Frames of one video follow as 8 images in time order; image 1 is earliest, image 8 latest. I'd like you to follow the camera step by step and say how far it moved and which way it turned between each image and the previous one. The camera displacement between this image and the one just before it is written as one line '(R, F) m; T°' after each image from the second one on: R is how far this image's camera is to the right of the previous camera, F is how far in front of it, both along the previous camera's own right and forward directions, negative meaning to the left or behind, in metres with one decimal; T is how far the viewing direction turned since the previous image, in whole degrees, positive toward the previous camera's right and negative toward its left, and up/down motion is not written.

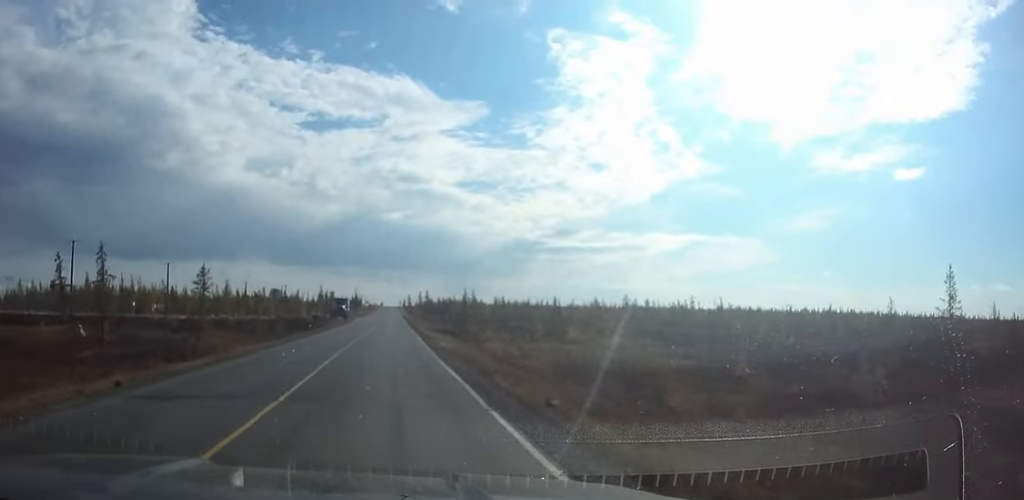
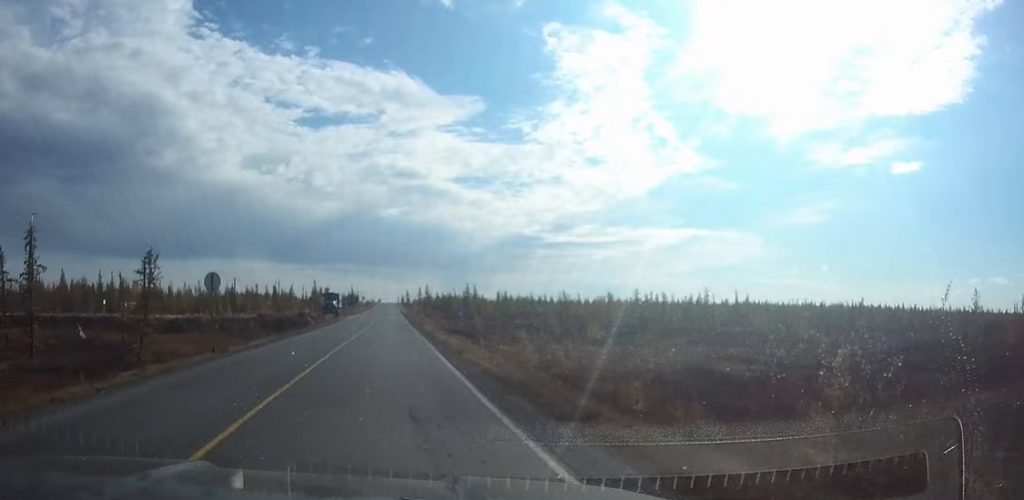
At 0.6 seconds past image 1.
(0.0, +13.2) m; 0°
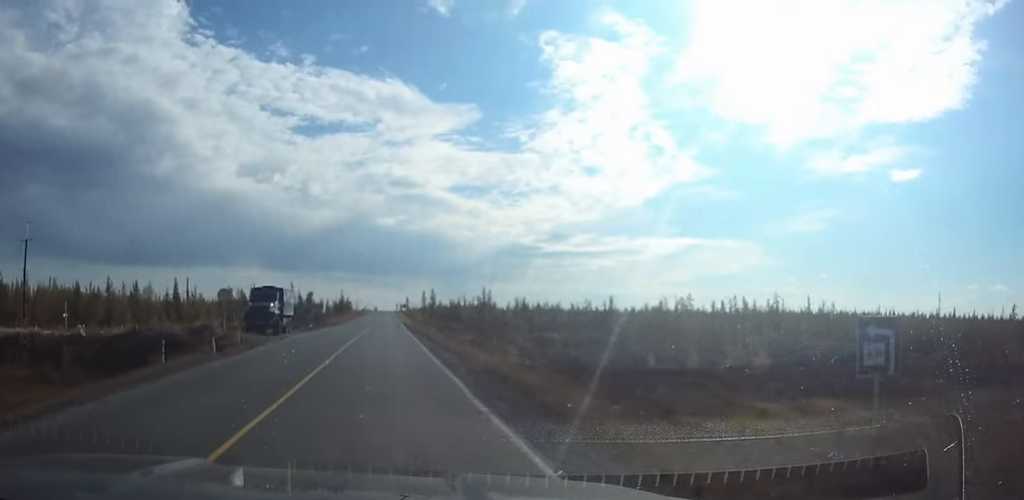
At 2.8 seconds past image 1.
(0.0, +45.4) m; 0°
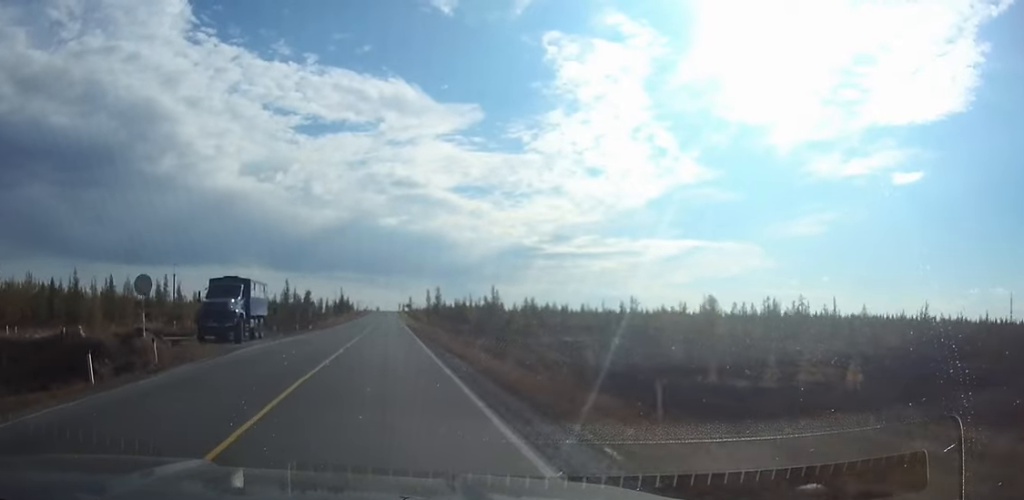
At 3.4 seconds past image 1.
(0.0, +11.6) m; 0°
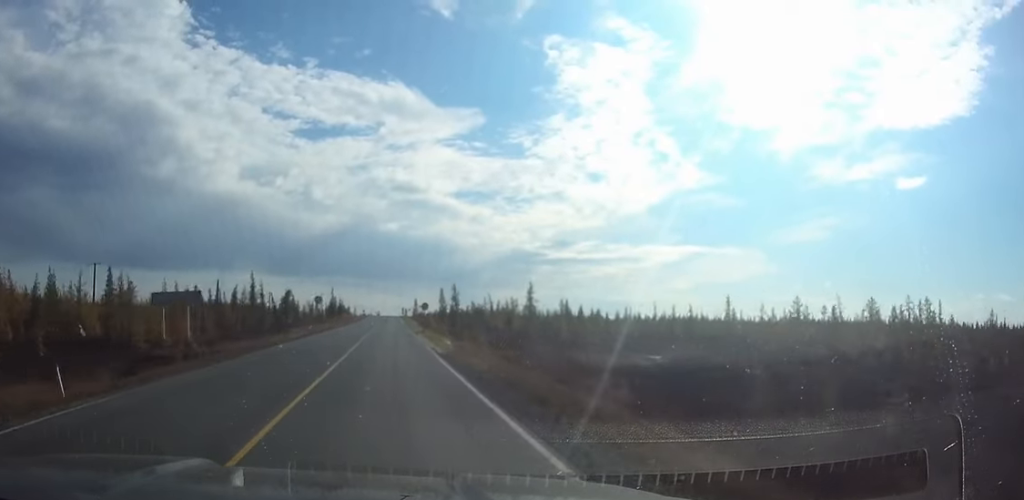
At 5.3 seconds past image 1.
(0.0, +42.6) m; 0°
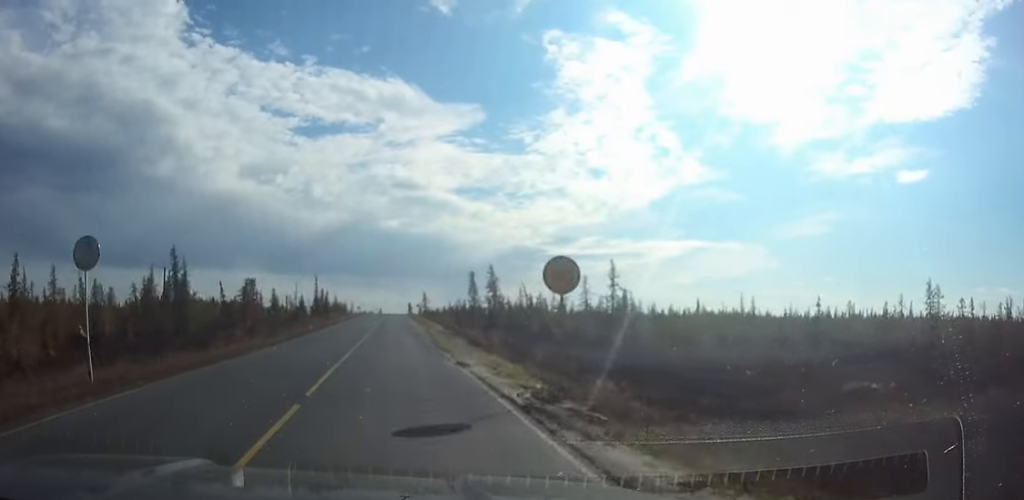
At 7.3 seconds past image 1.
(0.0, +44.1) m; 0°
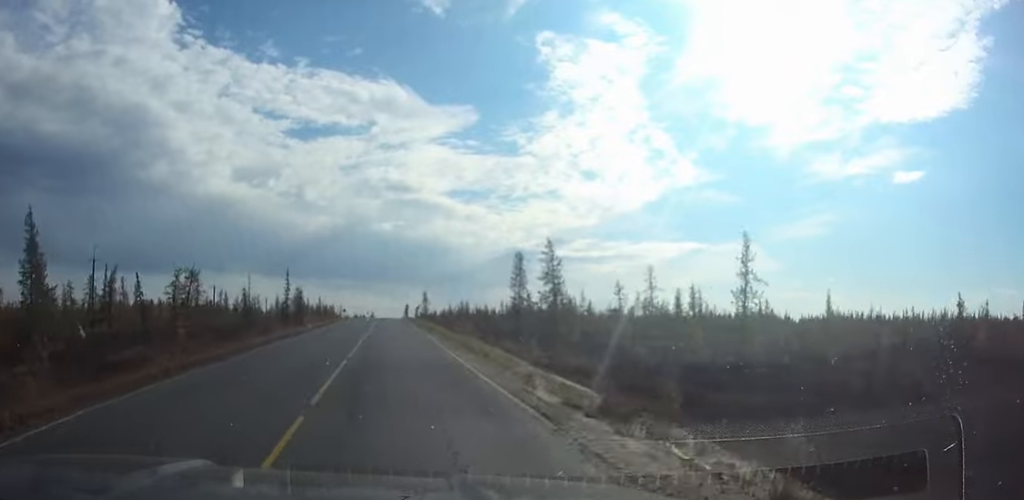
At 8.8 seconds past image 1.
(+0.1, +31.5) m; 0°
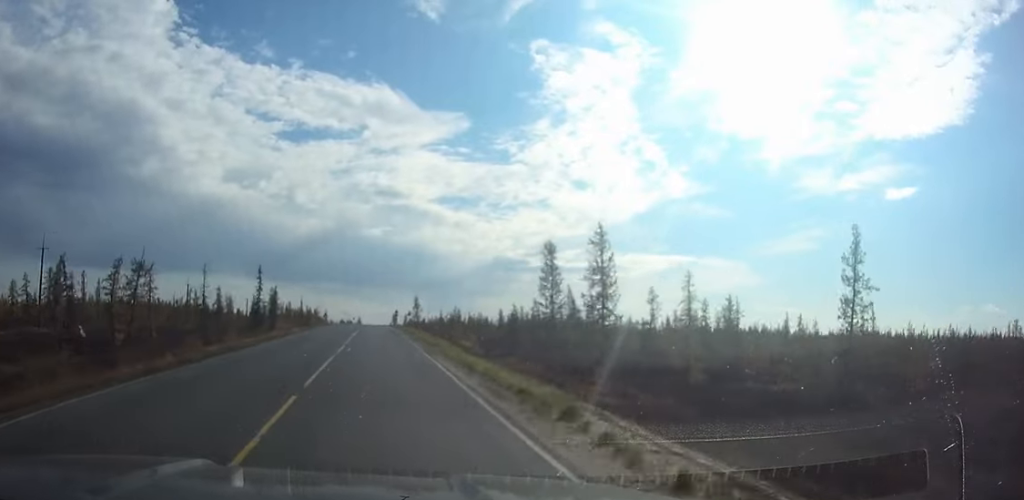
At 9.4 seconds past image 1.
(0.0, +14.2) m; 0°
